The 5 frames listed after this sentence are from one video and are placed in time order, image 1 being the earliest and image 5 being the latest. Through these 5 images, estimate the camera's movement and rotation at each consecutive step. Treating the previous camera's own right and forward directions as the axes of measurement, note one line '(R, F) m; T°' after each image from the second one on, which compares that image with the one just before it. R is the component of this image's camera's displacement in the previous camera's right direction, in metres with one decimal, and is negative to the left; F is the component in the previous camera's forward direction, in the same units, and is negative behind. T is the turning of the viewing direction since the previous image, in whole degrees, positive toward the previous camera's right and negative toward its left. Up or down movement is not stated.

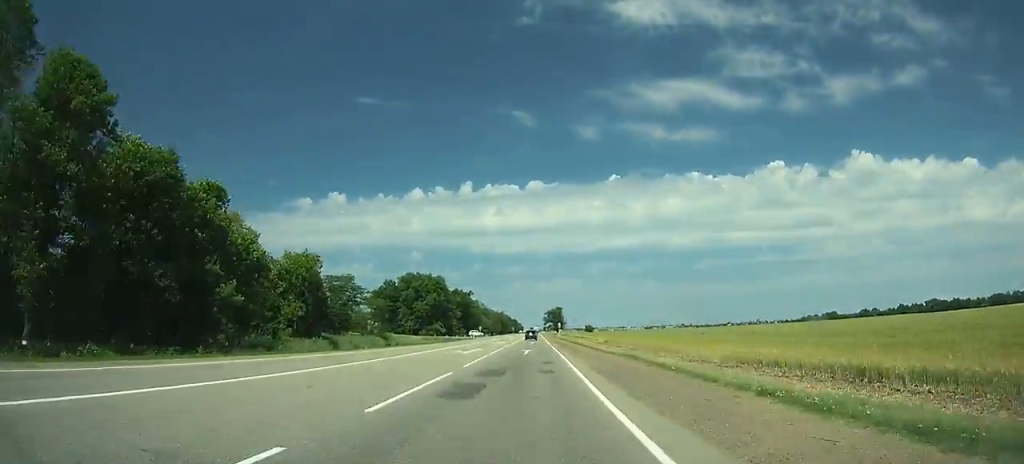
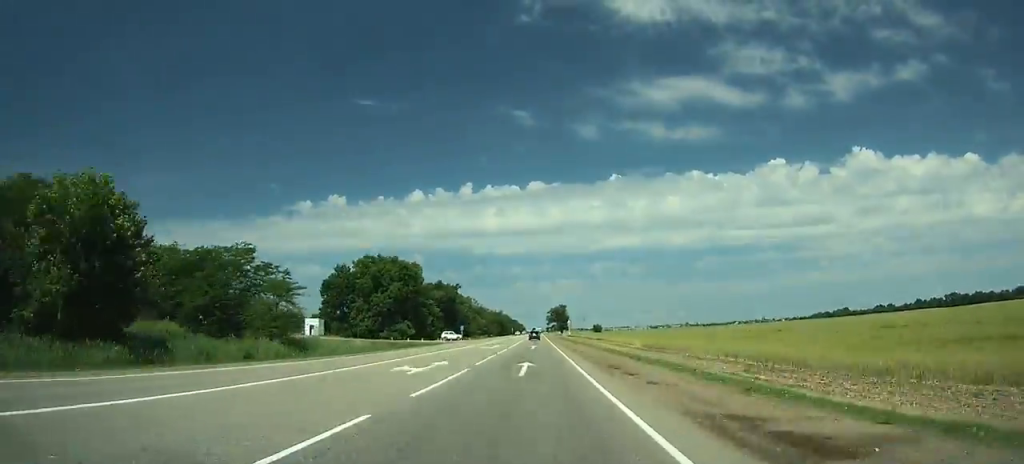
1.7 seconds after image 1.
(0.0, +44.6) m; 0°
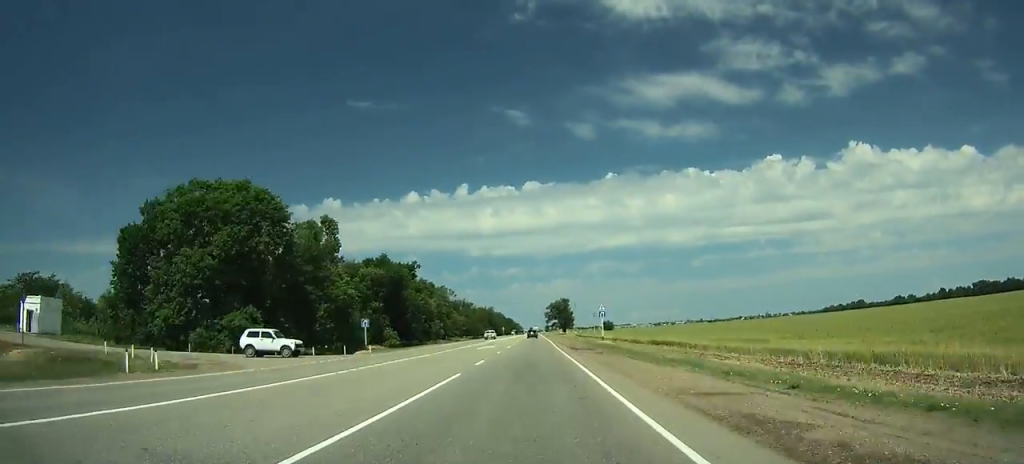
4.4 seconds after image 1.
(0.0, +71.4) m; 0°
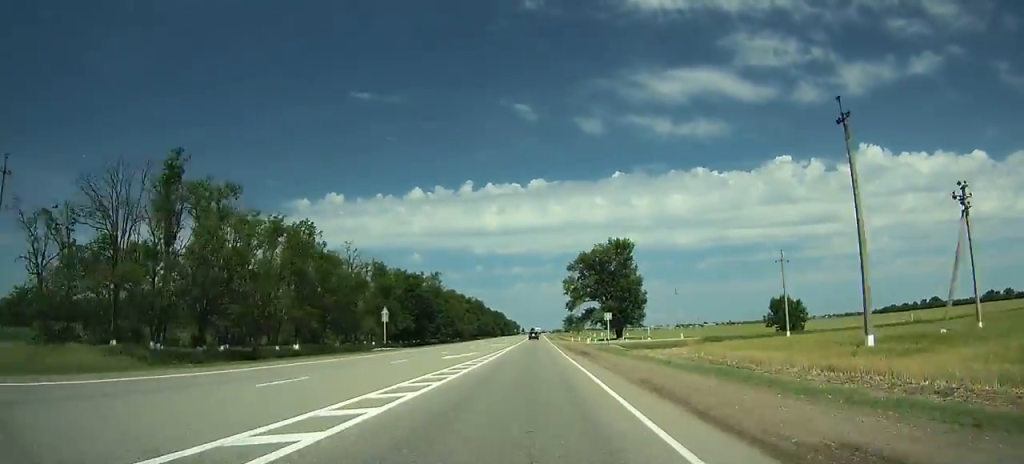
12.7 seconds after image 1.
(-0.5, +223.1) m; 0°
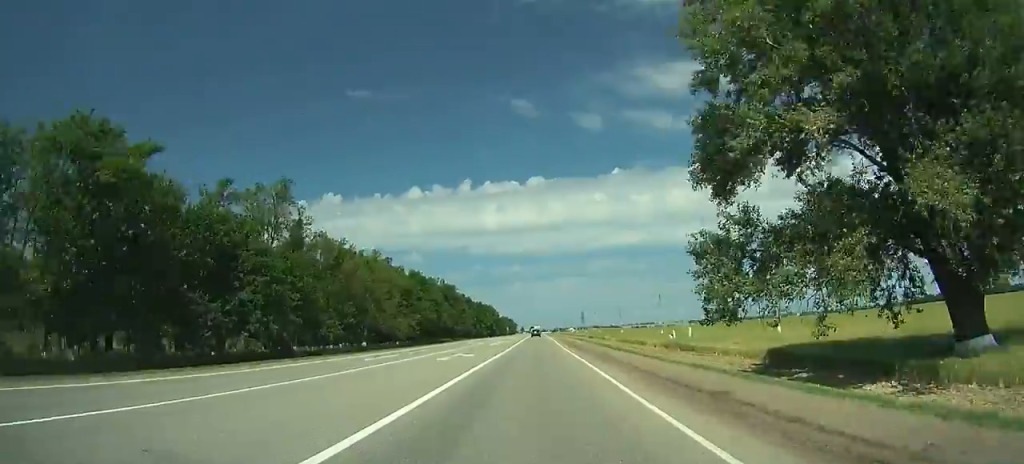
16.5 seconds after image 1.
(+0.1, +102.6) m; 0°
